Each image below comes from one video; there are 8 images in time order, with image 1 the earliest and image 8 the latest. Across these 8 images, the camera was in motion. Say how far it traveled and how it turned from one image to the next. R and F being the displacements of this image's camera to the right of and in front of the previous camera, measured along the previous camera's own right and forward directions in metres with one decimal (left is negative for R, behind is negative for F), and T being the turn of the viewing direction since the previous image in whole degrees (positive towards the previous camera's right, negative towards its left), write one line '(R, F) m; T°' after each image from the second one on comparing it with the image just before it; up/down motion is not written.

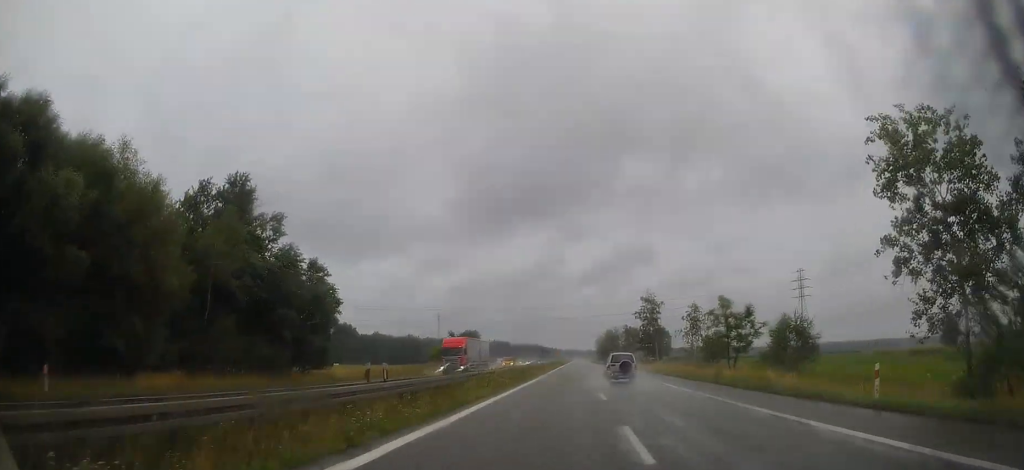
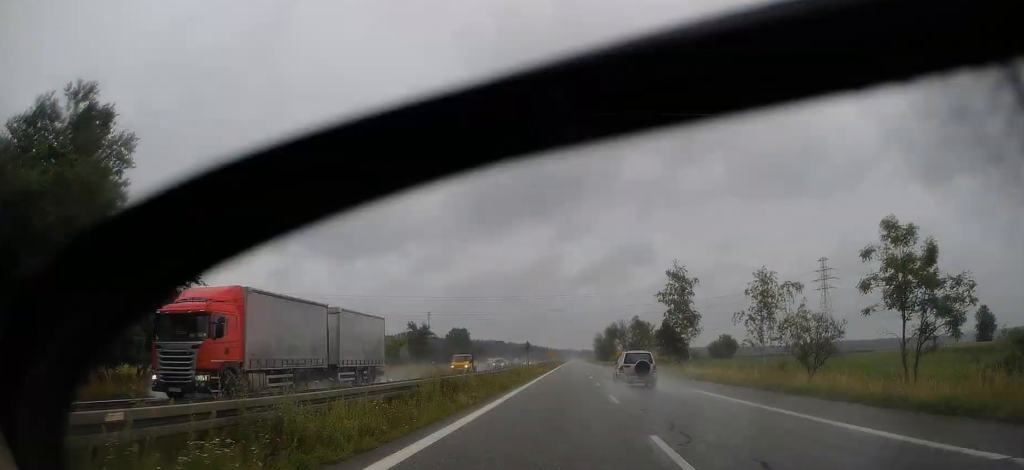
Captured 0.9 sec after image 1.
(0.0, +25.7) m; 0°
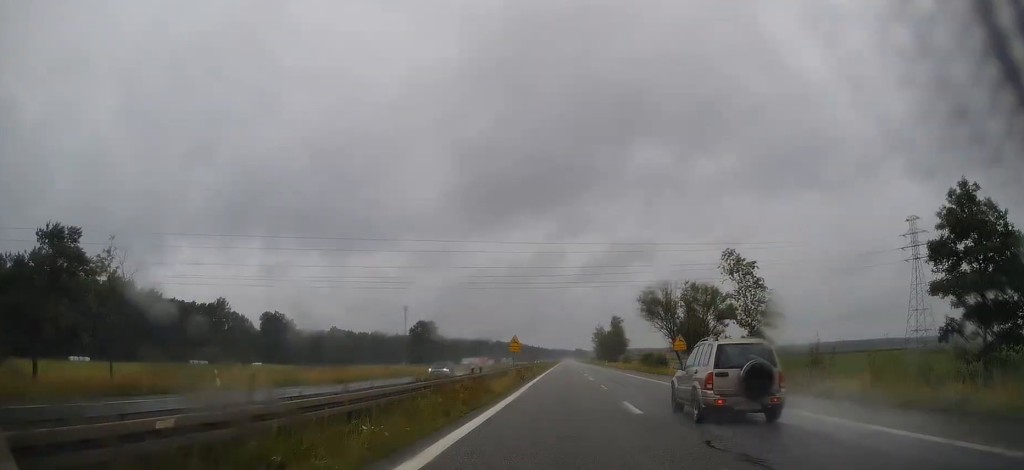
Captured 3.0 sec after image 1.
(+1.1, +62.8) m; +1°
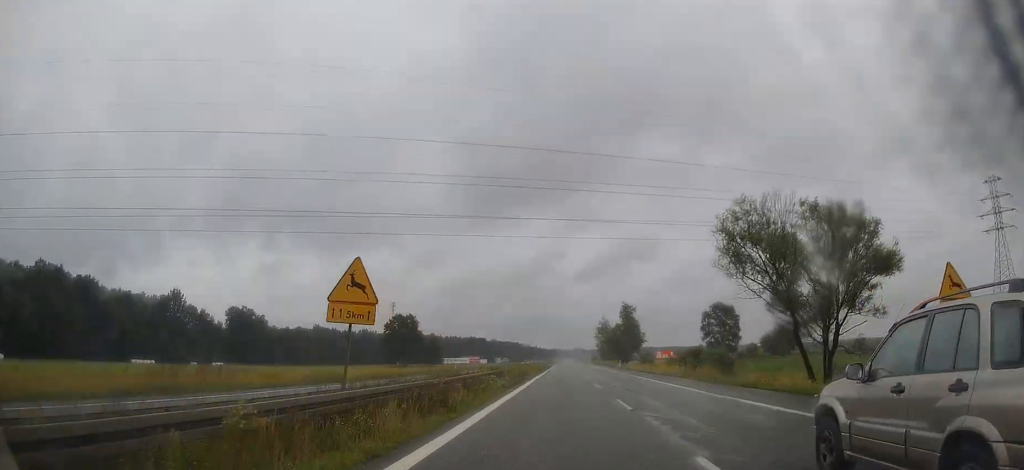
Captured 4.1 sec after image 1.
(-0.4, +35.2) m; -1°
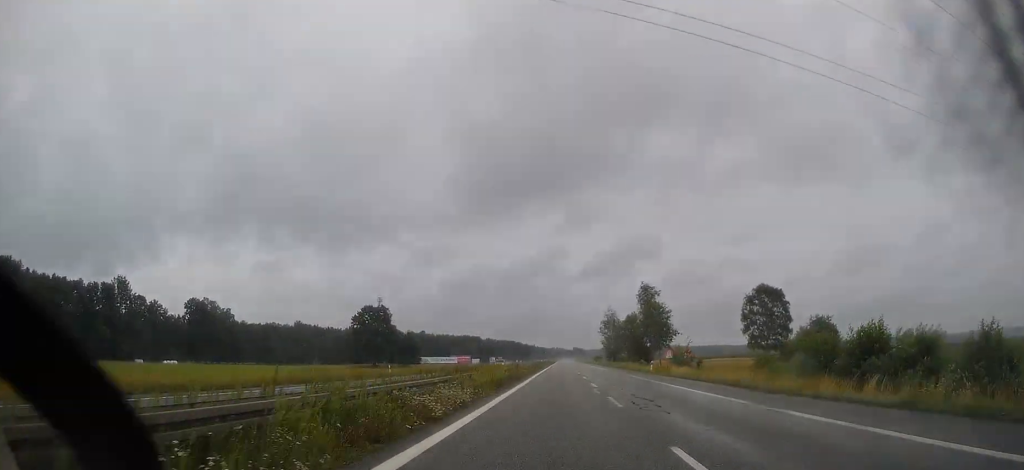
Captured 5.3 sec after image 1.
(+0.2, +35.4) m; +1°
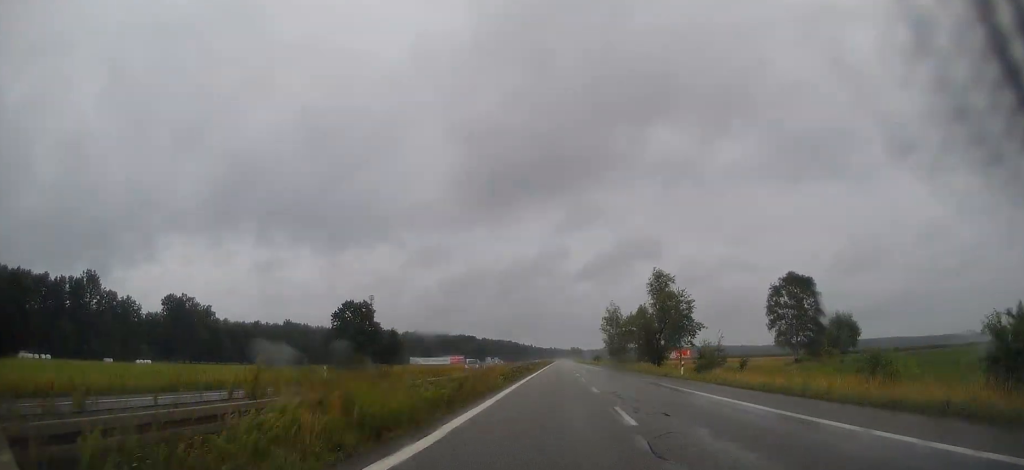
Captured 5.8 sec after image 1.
(+0.2, +16.2) m; 0°
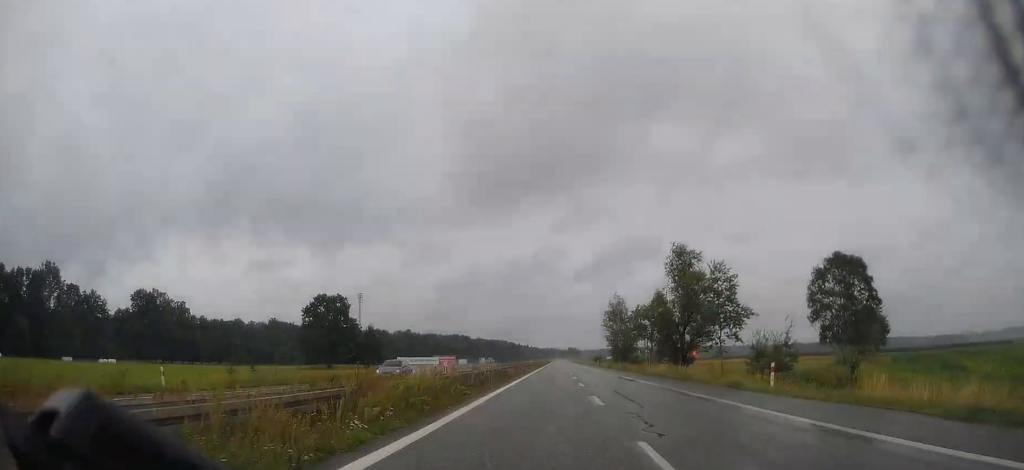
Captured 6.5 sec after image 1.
(0.0, +19.2) m; 0°
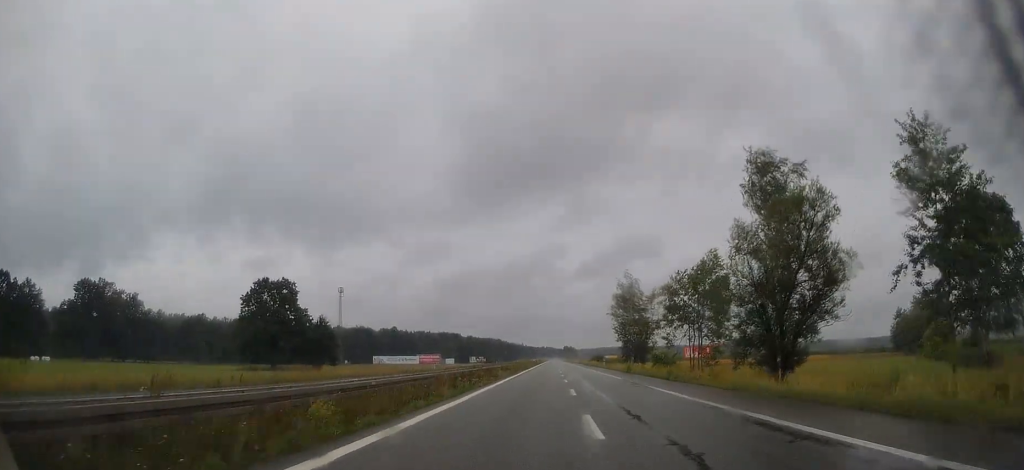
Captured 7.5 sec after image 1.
(-0.3, +31.5) m; 0°
